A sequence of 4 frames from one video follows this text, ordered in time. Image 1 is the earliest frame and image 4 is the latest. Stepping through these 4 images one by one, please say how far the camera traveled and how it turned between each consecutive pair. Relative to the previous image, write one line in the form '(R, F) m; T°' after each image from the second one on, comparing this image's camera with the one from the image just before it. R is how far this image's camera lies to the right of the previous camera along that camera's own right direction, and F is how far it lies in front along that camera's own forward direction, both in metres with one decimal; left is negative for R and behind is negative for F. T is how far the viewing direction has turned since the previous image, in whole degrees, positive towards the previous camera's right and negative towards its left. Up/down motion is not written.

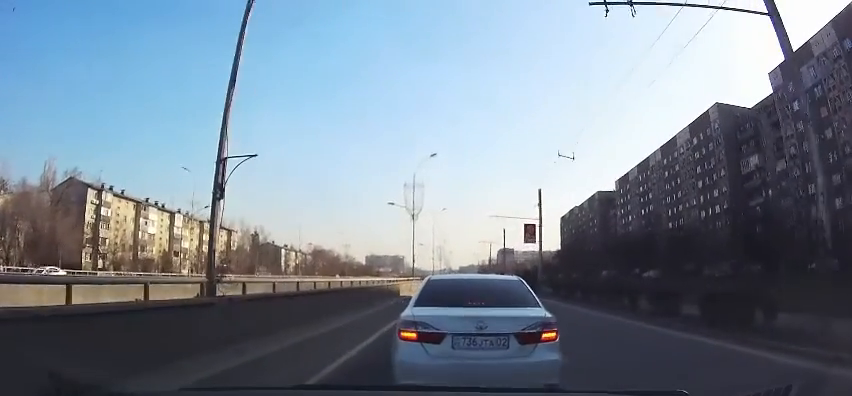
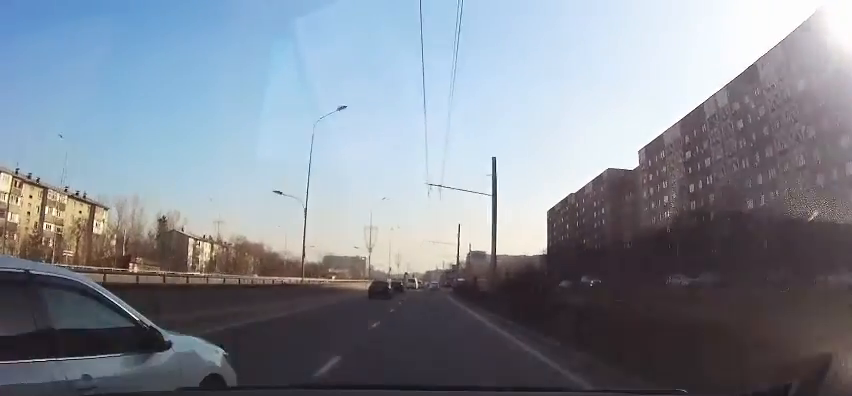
(+2.6, +49.7) m; +1°
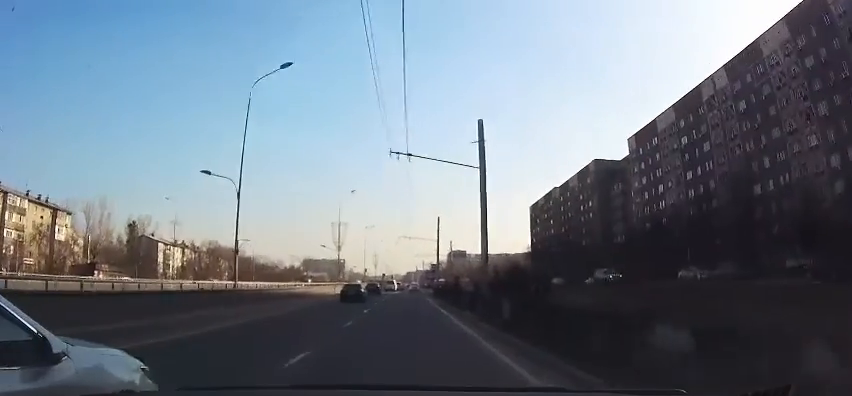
(0.0, +6.8) m; 0°
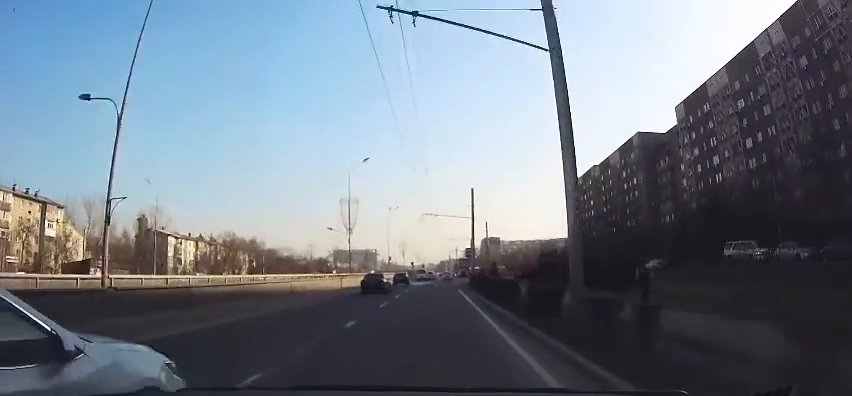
(-0.1, +10.2) m; -1°
